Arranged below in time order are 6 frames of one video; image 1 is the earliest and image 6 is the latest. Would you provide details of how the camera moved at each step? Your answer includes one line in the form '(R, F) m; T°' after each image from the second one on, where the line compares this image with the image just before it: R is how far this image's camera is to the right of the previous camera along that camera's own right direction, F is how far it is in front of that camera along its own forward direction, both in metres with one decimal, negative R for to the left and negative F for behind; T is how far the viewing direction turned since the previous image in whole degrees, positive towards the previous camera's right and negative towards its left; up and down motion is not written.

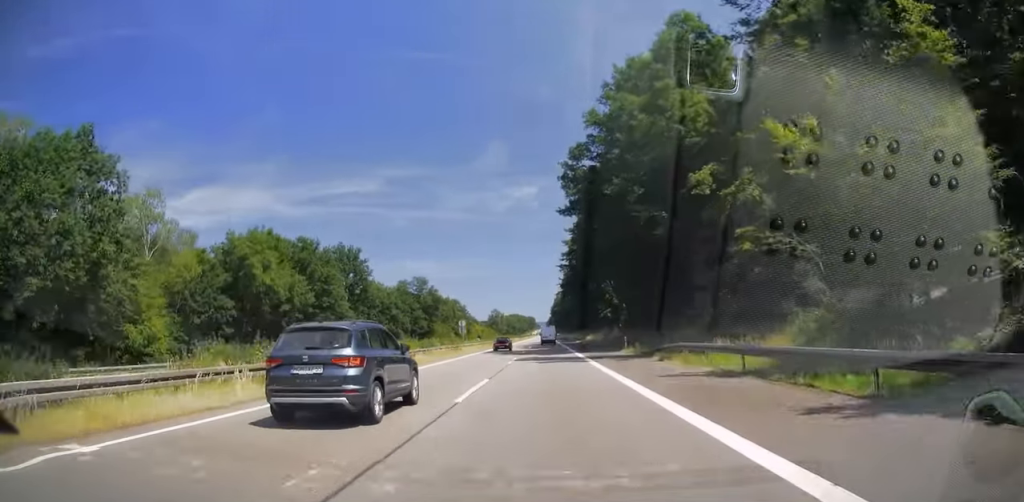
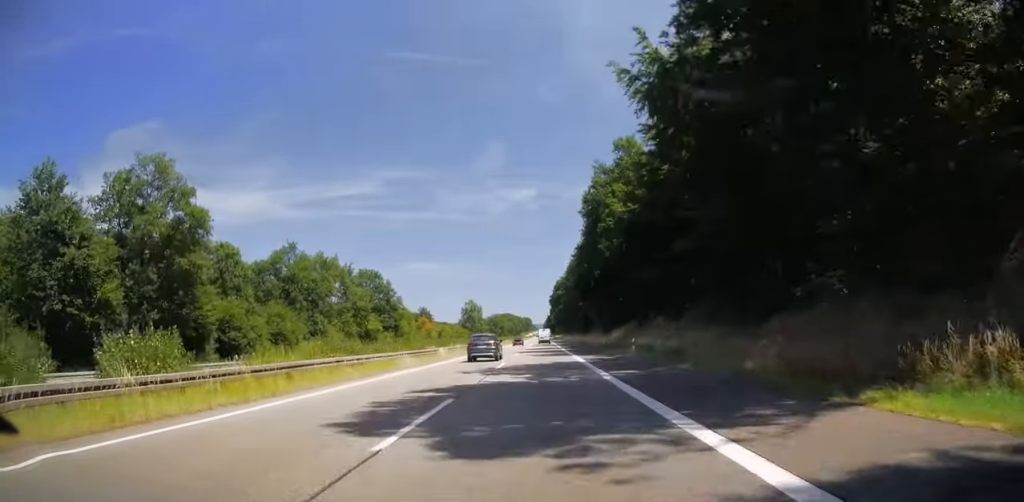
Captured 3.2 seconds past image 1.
(-0.1, +95.3) m; 0°
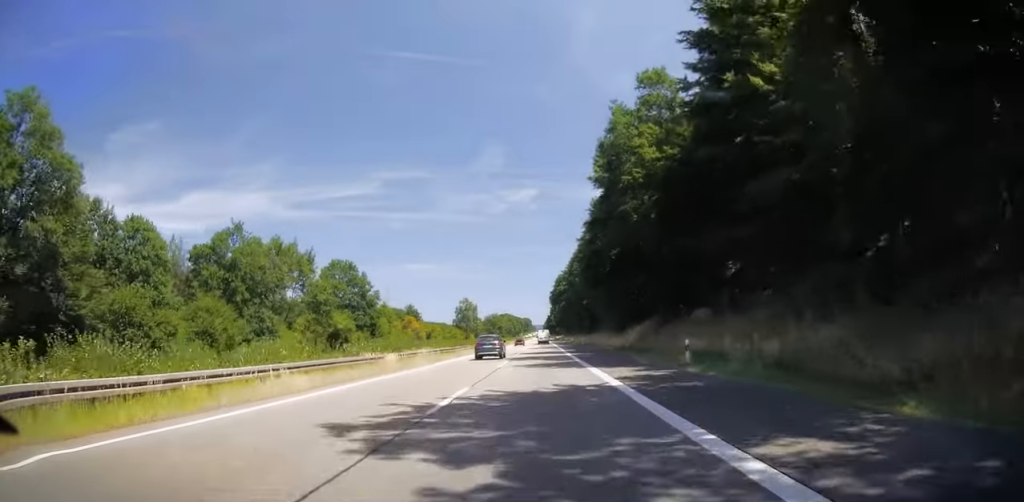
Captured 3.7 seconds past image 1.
(+0.2, +14.8) m; 0°
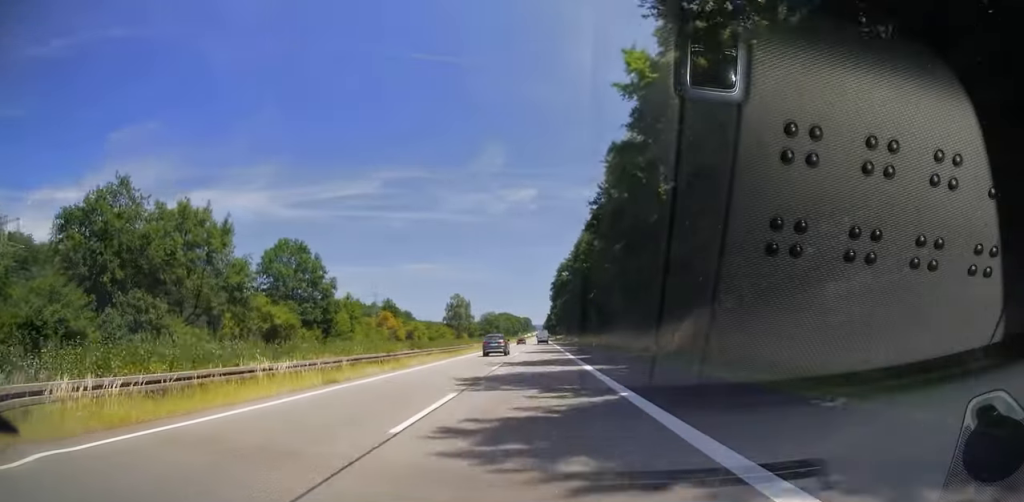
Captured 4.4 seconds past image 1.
(+0.1, +20.3) m; 0°
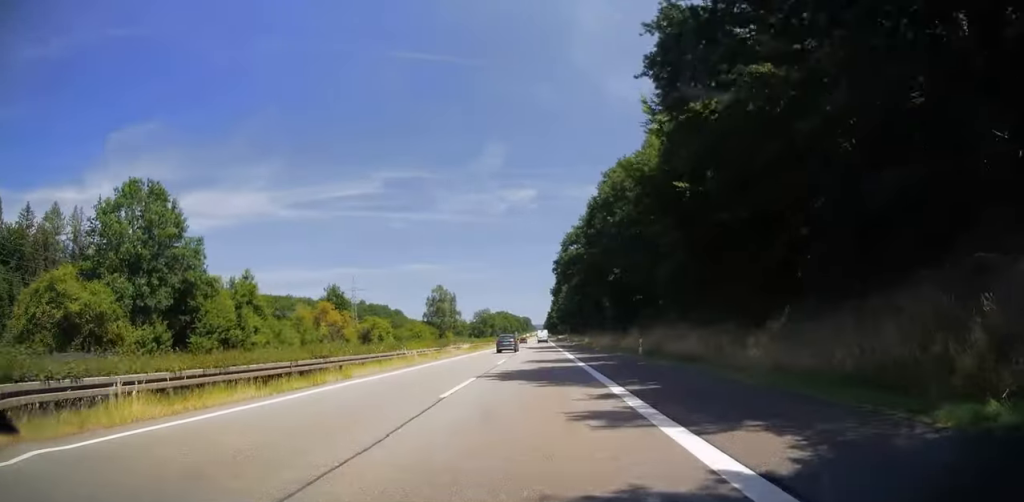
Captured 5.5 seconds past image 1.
(-0.3, +31.6) m; 0°
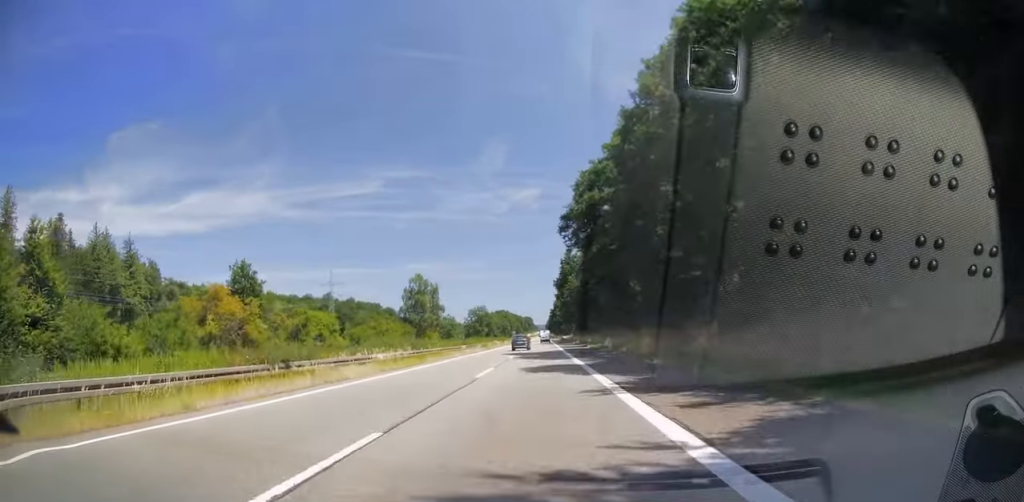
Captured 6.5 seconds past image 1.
(+0.2, +29.2) m; 0°
